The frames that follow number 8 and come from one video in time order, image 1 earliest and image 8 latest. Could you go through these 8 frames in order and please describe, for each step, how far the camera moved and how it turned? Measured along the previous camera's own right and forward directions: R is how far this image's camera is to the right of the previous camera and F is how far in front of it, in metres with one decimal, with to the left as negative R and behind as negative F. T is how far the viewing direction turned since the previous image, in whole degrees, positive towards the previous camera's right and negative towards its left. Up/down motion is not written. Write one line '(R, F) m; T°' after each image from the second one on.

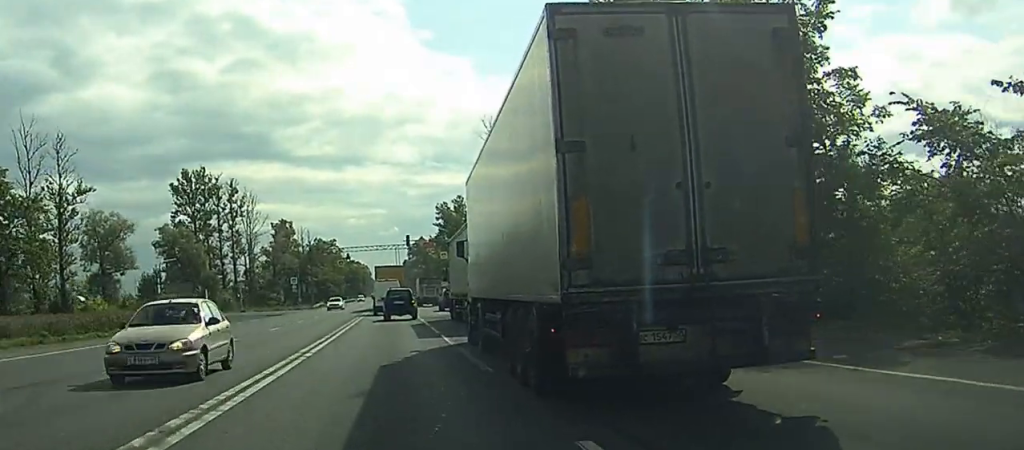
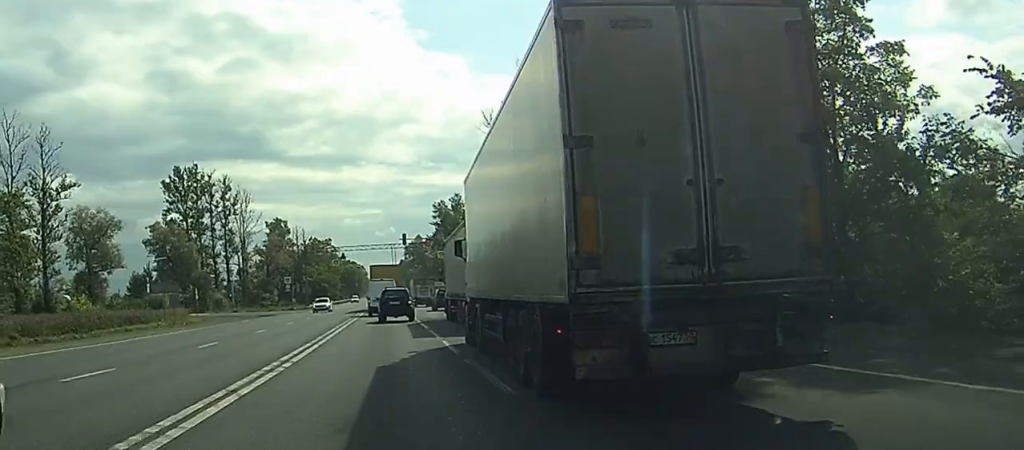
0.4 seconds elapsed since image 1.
(-0.1, +2.8) m; +1°
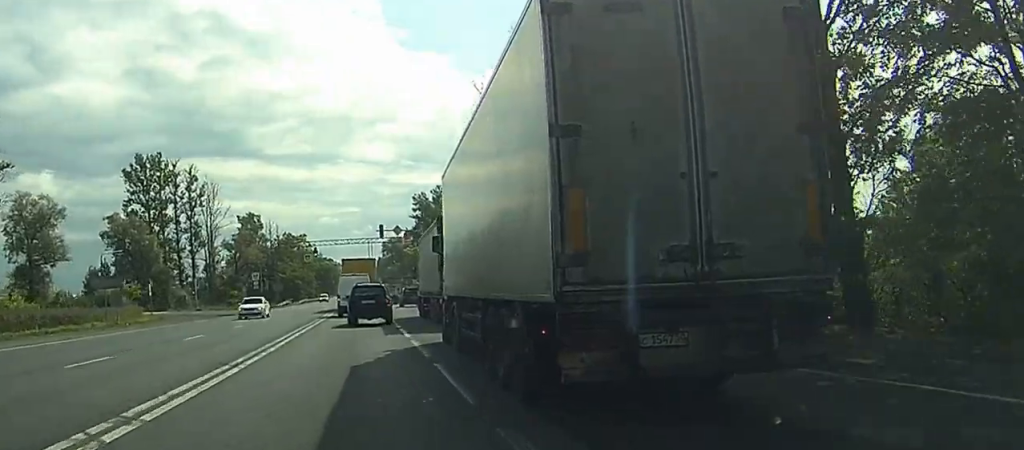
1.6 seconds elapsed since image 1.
(+0.2, +8.9) m; +3°
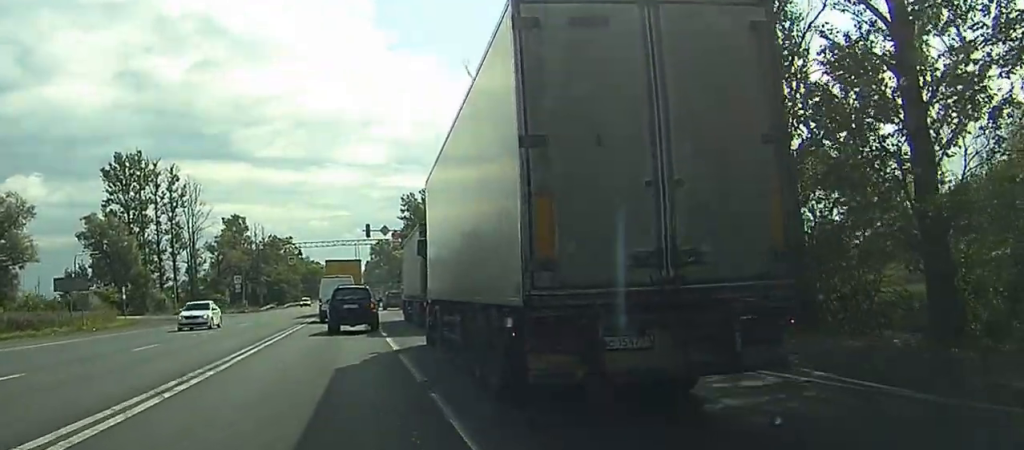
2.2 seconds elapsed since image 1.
(0.0, +4.4) m; +1°
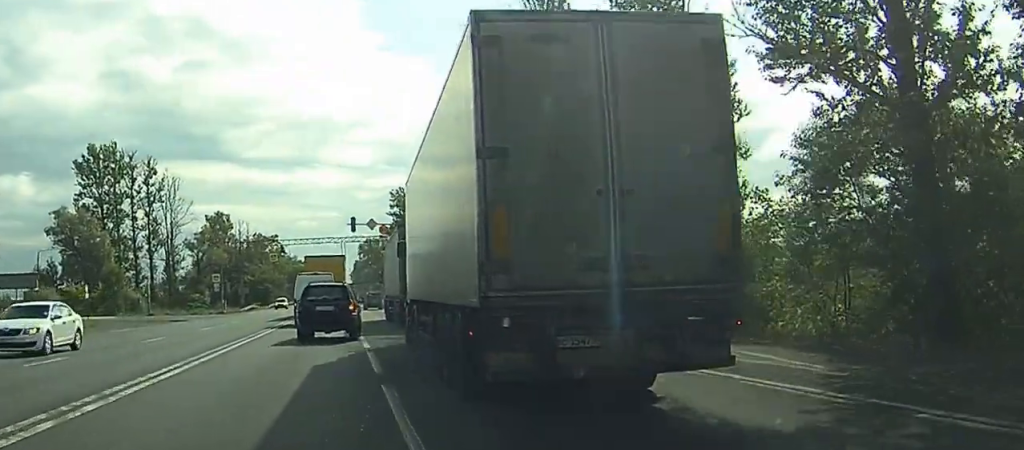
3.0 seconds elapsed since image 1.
(0.0, +6.7) m; 0°
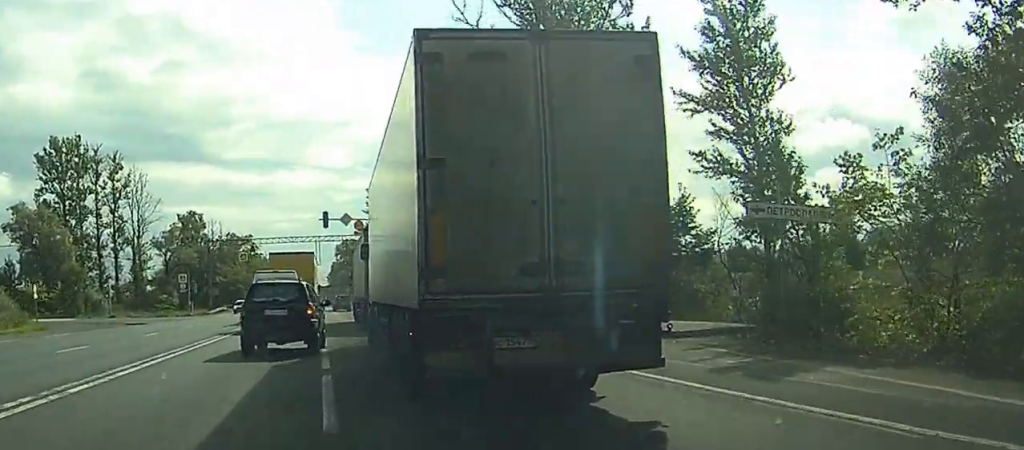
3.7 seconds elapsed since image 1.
(0.0, +5.9) m; 0°
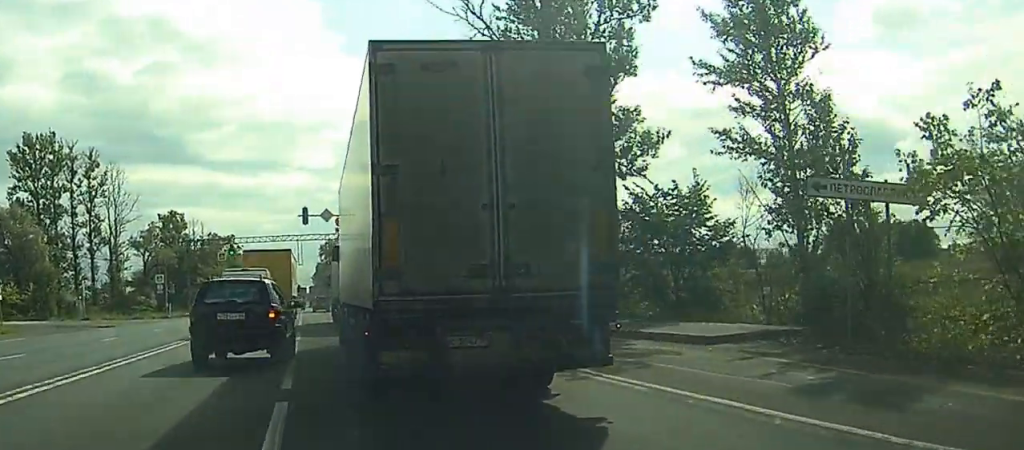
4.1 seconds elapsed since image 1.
(0.0, +3.5) m; +1°
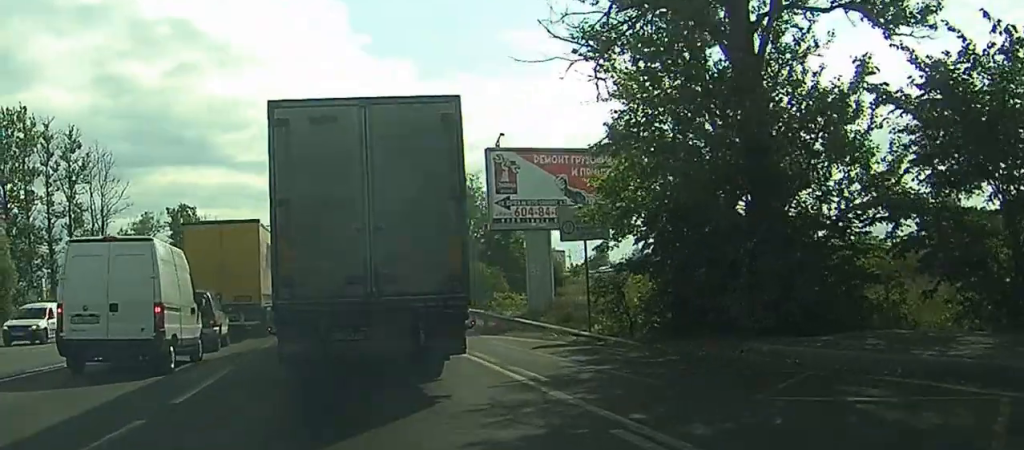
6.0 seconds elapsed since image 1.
(+0.5, +17.2) m; +2°
